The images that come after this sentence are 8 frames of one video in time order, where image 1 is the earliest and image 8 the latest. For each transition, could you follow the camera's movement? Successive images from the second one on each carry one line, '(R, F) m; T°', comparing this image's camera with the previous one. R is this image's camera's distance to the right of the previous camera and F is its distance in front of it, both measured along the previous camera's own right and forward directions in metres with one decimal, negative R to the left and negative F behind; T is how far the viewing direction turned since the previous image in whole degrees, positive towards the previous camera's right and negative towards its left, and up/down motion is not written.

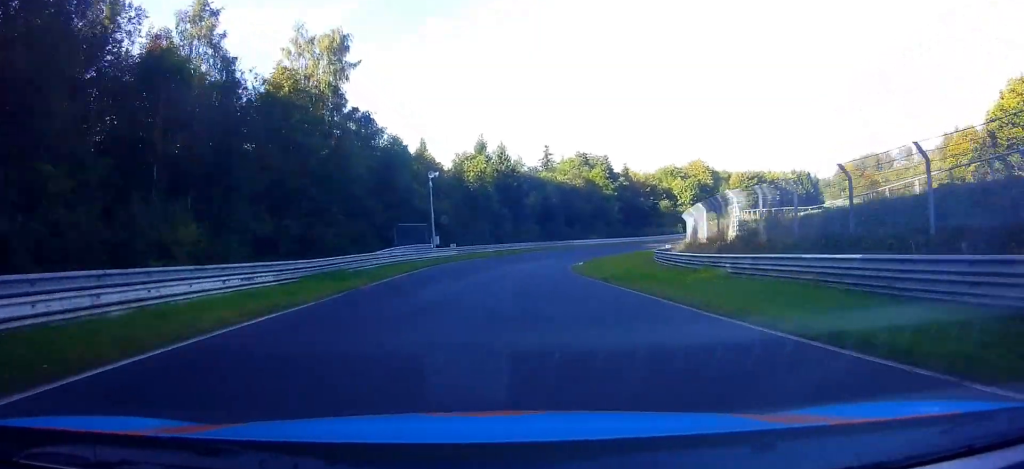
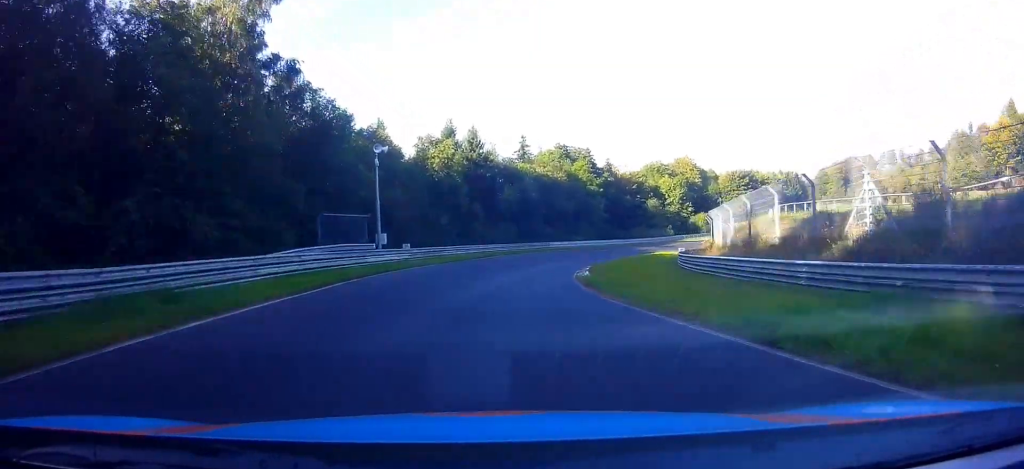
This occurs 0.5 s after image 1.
(+0.3, +13.8) m; +3°
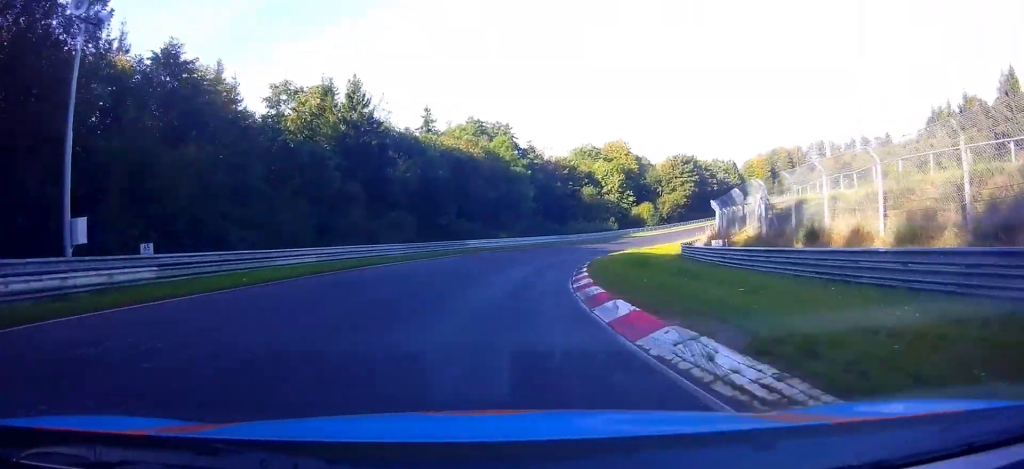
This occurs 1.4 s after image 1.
(+1.6, +24.8) m; +5°
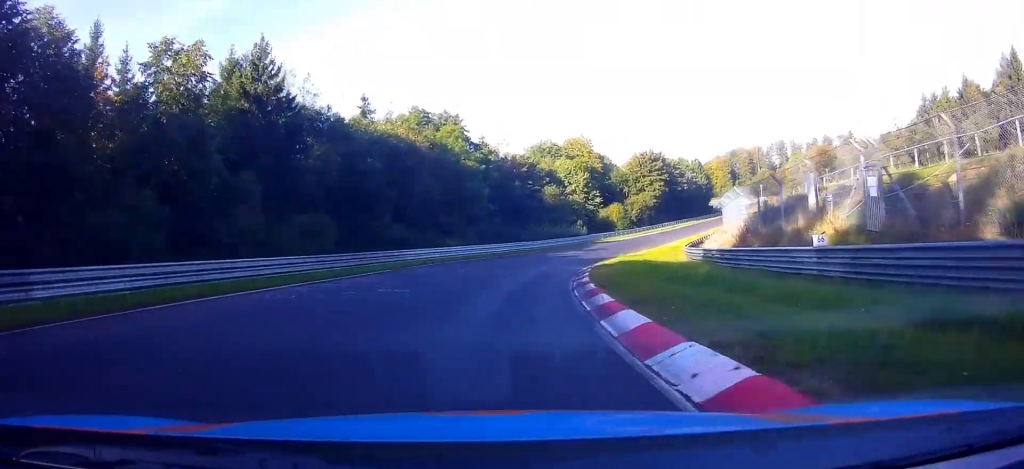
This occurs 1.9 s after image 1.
(+0.3, +12.7) m; +2°
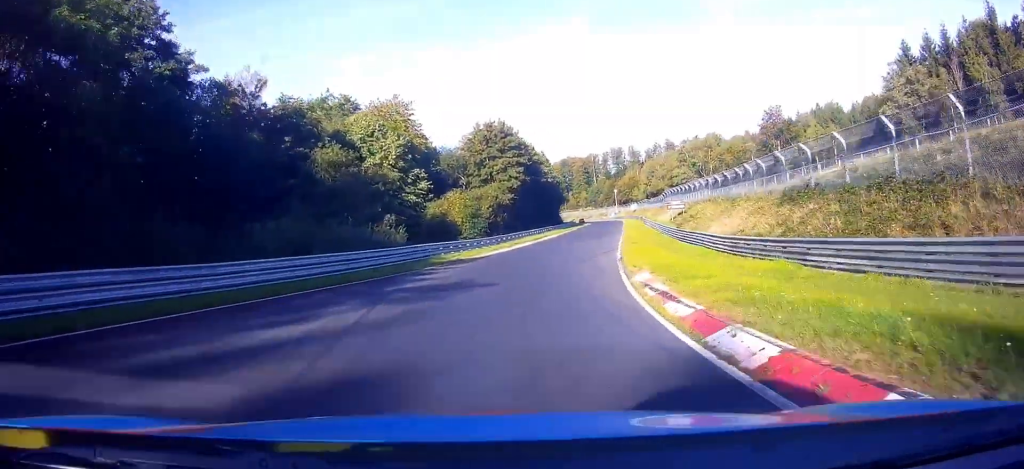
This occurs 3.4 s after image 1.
(+2.6, +43.0) m; +10°
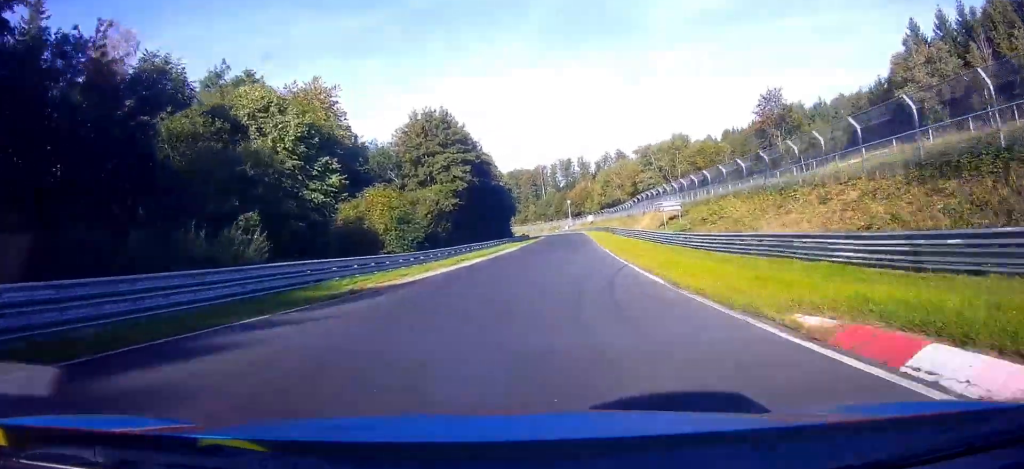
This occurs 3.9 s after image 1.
(+0.5, +13.3) m; +5°
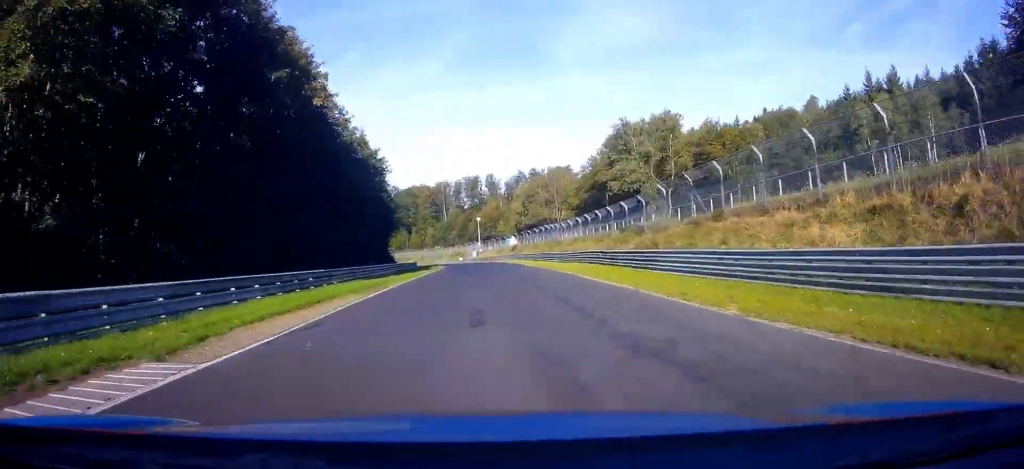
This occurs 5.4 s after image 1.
(+7.0, +44.8) m; +17°
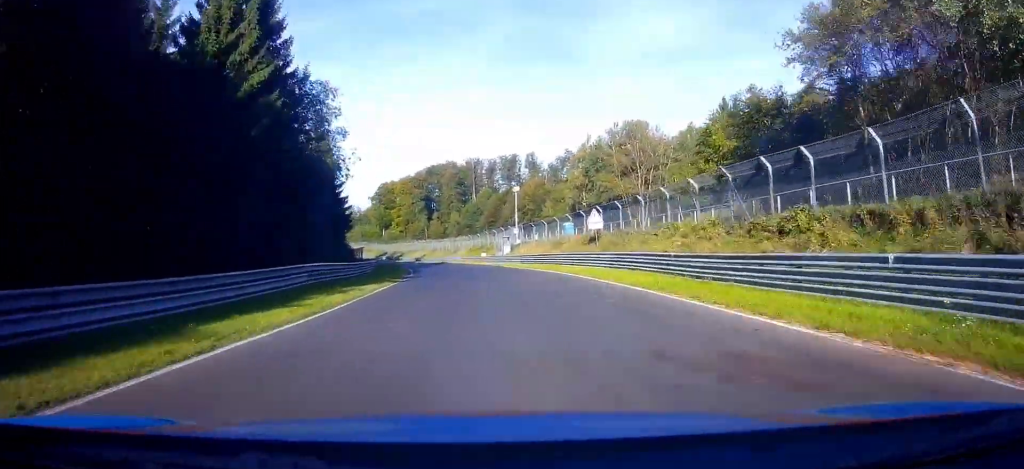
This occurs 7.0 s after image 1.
(+4.4, +50.7) m; +7°
